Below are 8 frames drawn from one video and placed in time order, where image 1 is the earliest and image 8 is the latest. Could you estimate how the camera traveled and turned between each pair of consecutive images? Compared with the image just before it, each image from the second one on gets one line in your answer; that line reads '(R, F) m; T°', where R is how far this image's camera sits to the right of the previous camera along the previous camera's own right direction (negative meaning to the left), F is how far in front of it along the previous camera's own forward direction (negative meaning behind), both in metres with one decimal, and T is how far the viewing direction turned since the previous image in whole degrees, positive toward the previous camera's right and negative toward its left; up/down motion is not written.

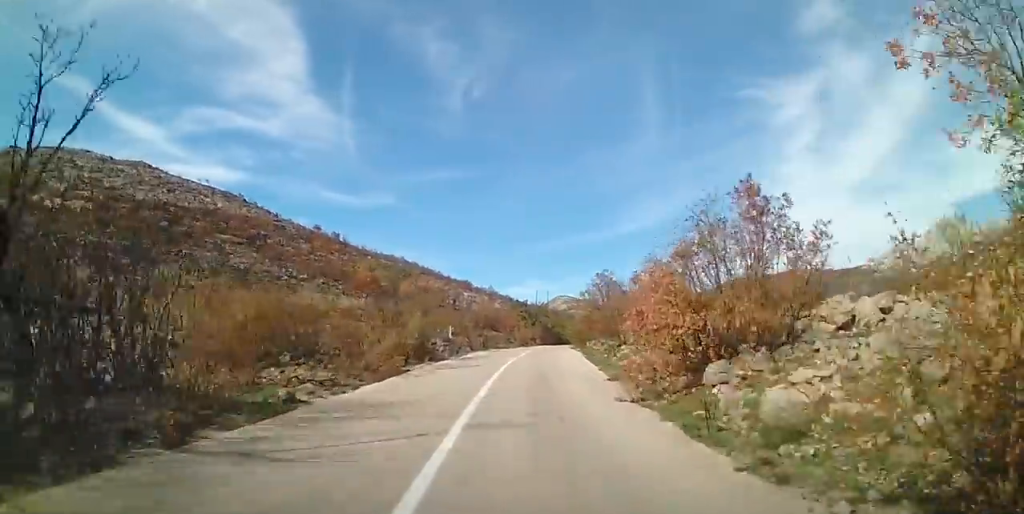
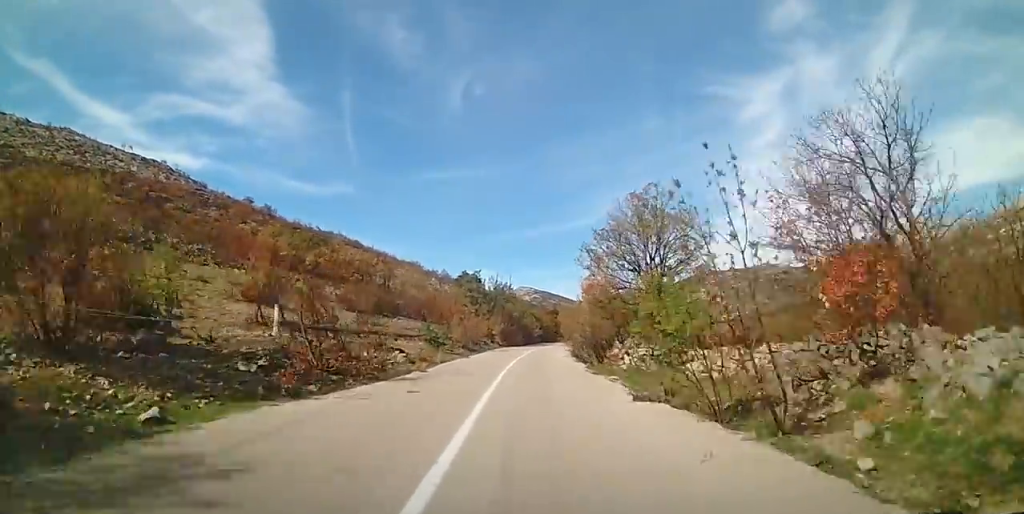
(+1.9, +33.8) m; +4°
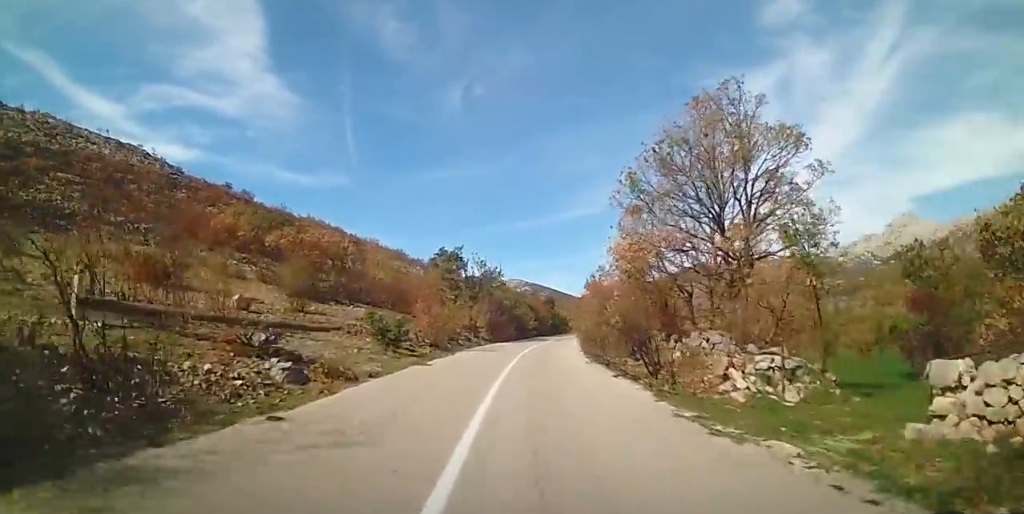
(+0.1, +11.1) m; +1°
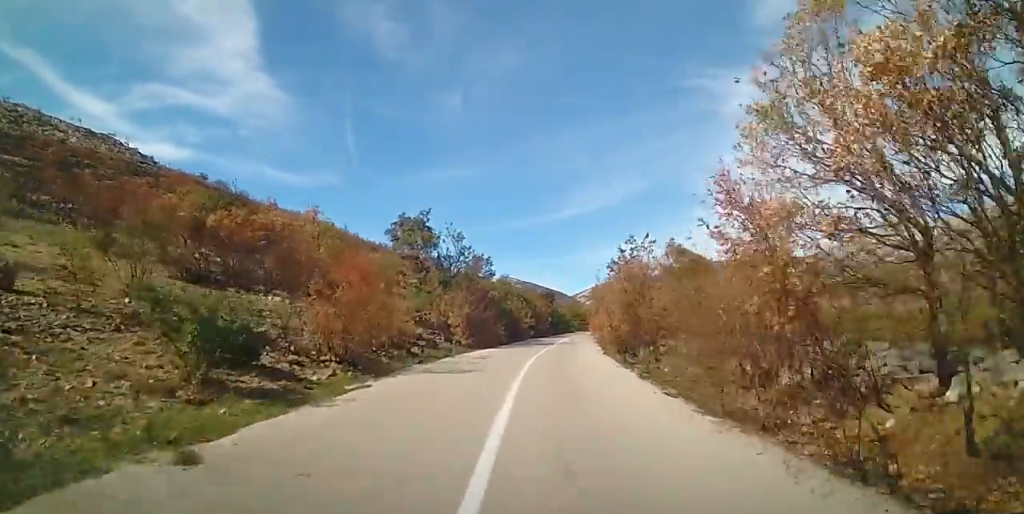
(0.0, +13.0) m; +3°
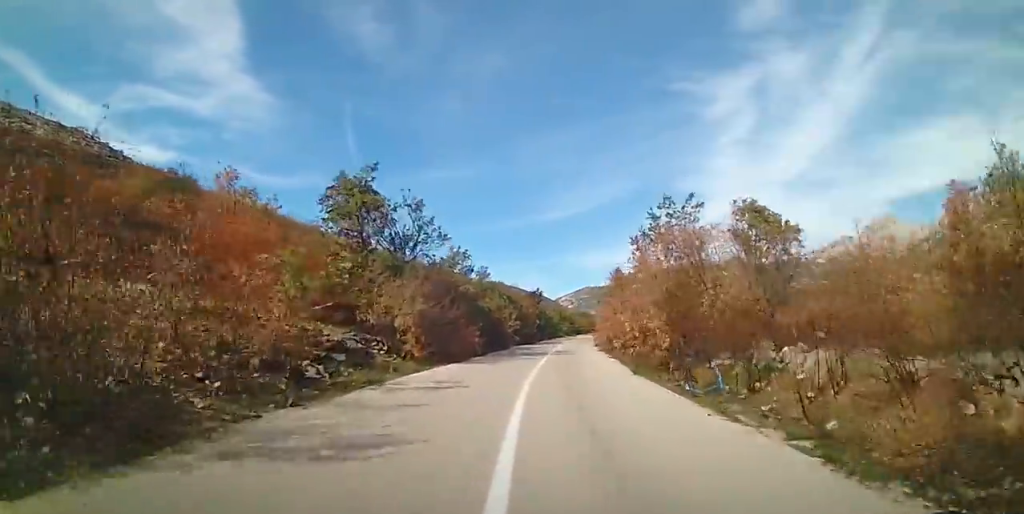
(+0.5, +8.9) m; +2°
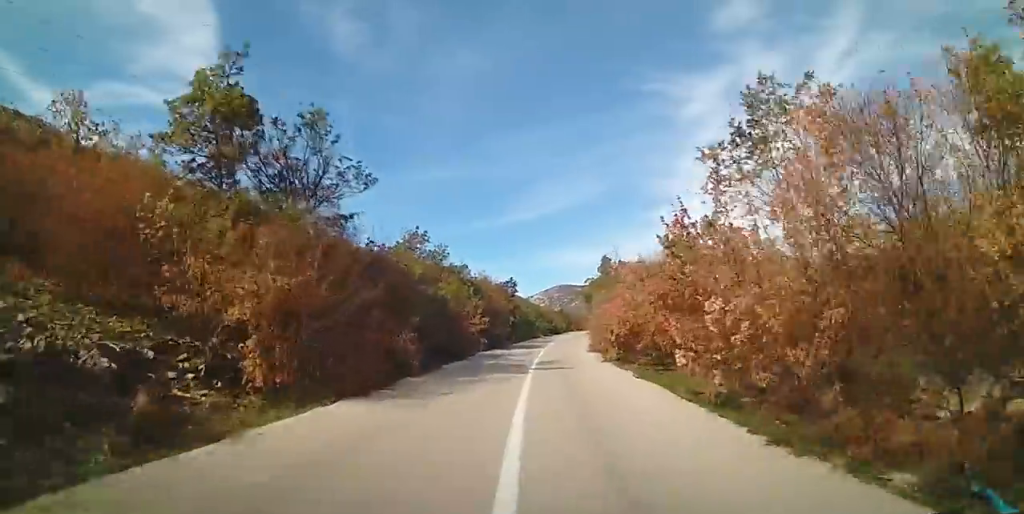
(+0.2, +9.4) m; +1°
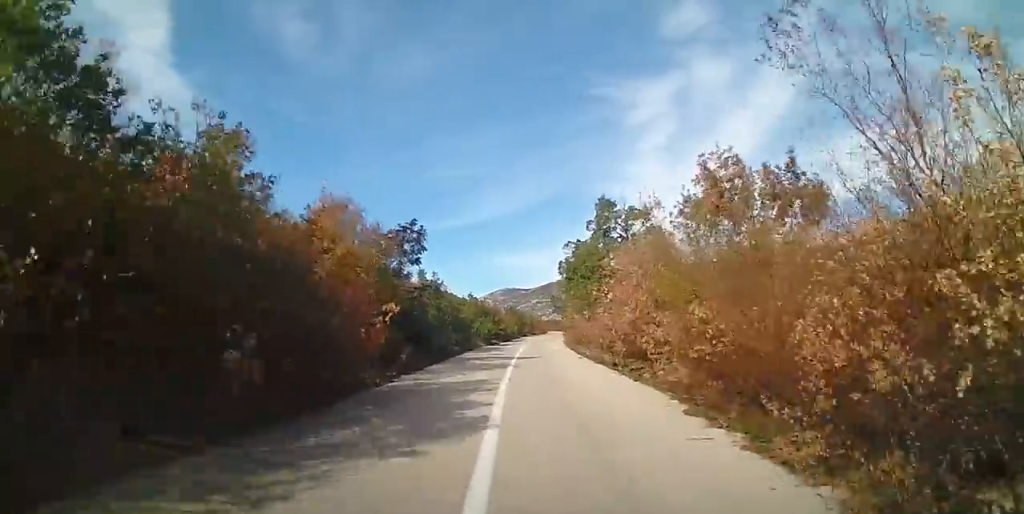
(0.0, +24.6) m; +2°
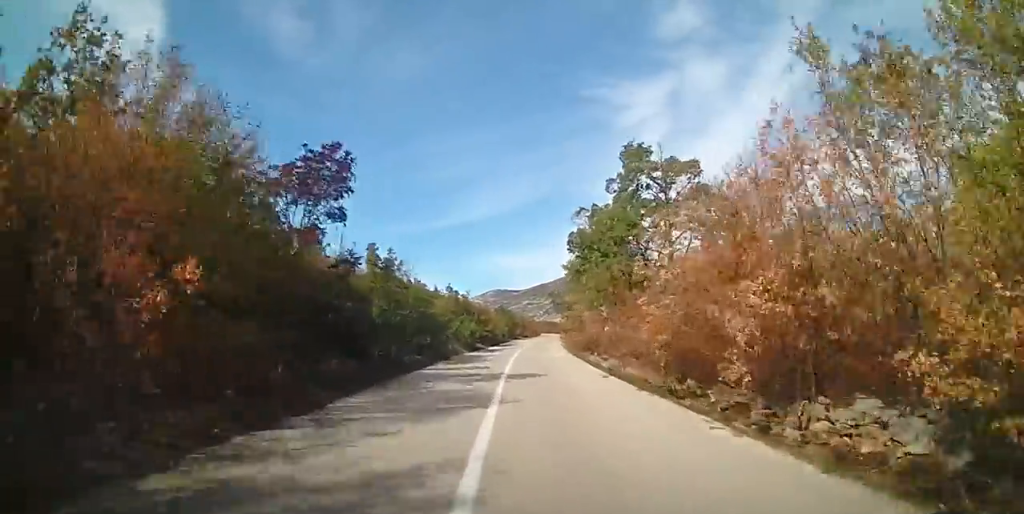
(+0.2, +8.2) m; +1°
